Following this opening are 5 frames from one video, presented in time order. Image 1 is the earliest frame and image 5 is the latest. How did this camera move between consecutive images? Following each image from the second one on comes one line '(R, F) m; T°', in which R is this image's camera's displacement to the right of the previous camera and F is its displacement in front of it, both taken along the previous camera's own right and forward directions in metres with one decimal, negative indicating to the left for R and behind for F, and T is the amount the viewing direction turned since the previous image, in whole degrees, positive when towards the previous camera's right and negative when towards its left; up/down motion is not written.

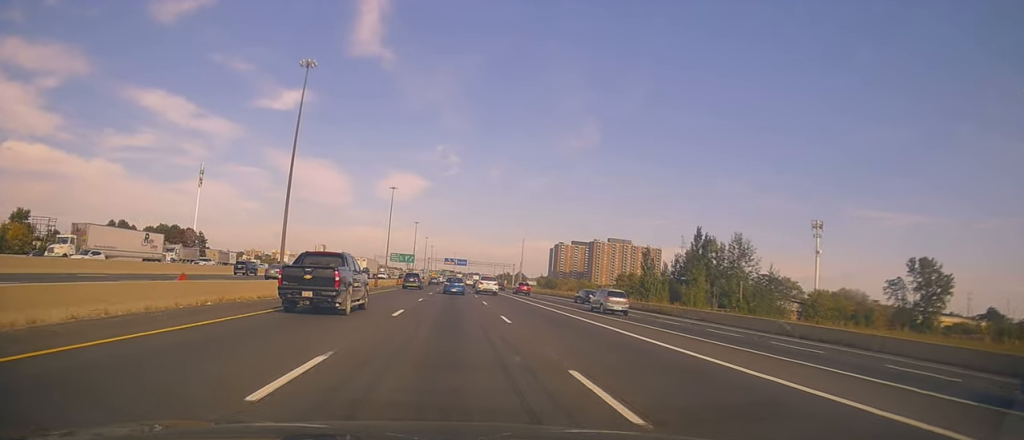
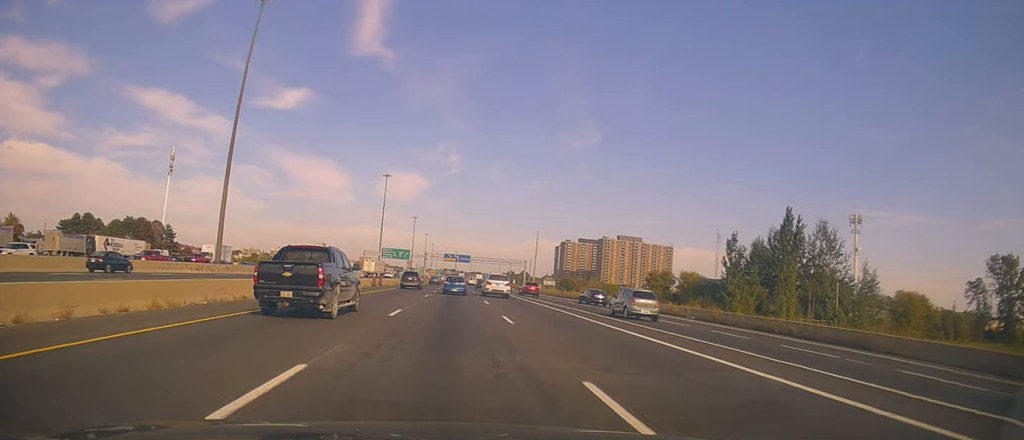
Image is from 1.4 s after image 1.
(+0.2, +28.0) m; -1°
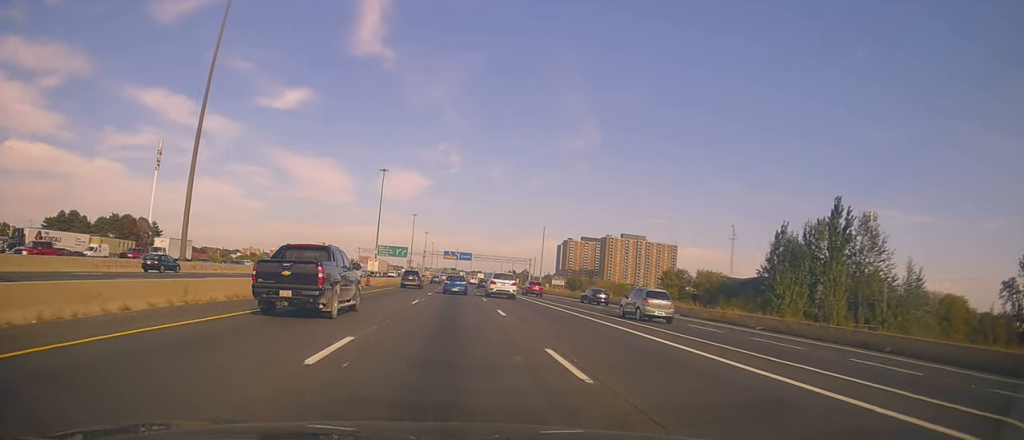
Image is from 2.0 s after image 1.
(-0.3, +10.5) m; 0°
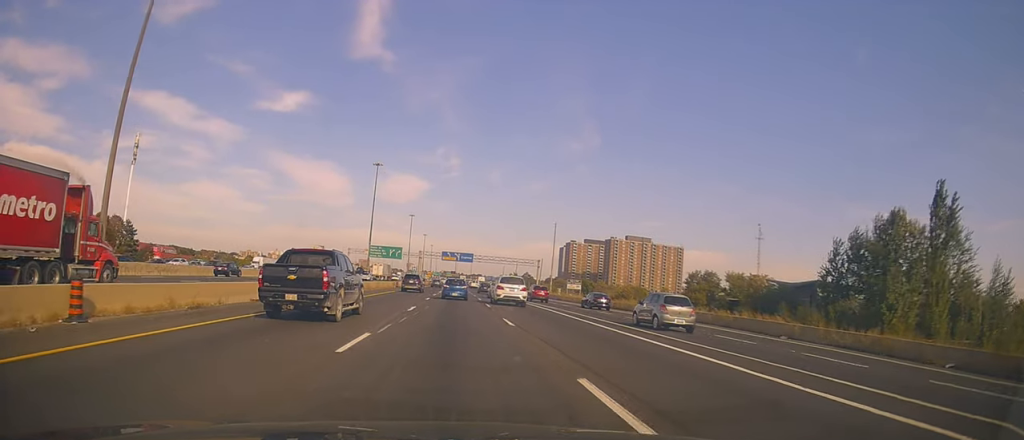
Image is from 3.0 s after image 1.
(+0.3, +16.8) m; -1°
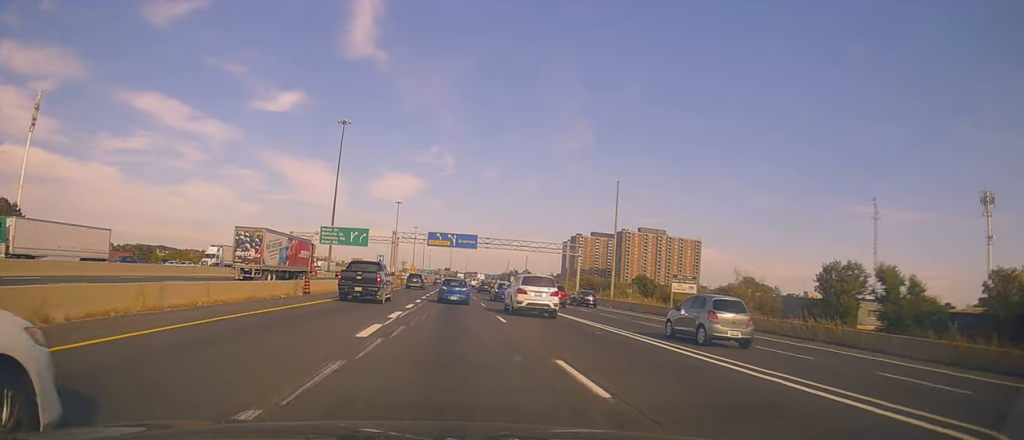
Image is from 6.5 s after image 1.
(+0.1, +51.5) m; +2°
